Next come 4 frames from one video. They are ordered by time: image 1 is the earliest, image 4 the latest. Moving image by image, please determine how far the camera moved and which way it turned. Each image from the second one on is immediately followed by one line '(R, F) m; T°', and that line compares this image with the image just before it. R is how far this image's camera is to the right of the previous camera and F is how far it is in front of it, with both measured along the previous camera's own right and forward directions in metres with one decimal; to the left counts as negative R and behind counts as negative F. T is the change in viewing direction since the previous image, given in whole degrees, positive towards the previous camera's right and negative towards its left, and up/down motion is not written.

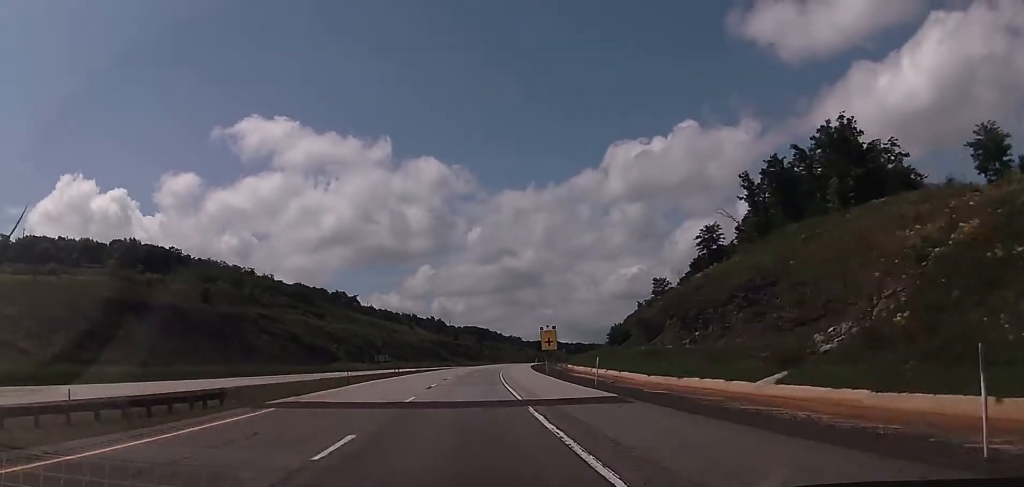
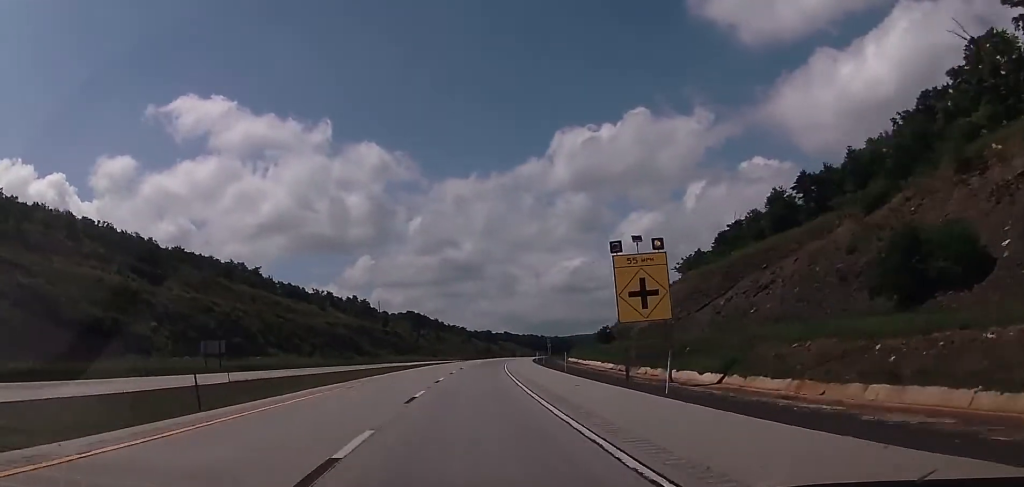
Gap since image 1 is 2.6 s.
(+3.0, +85.4) m; +4°
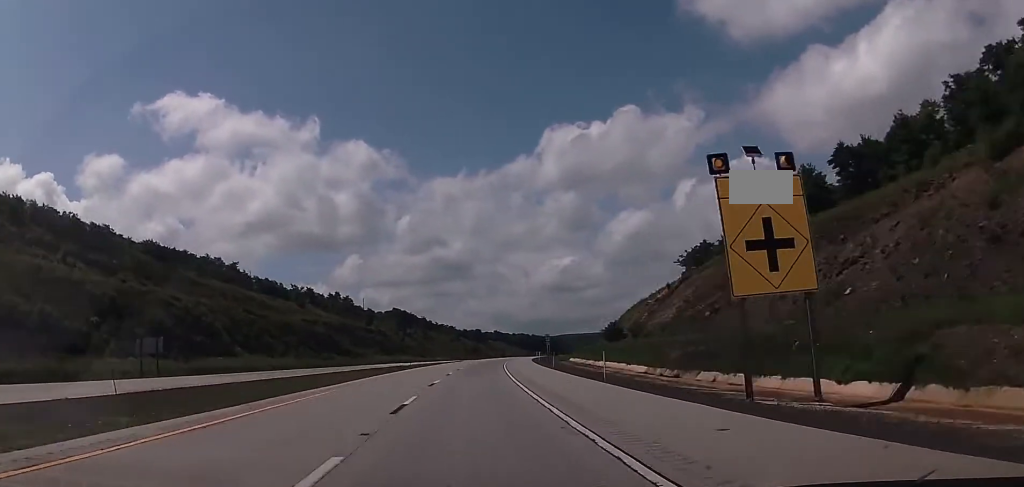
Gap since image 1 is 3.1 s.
(+0.1, +15.2) m; +1°
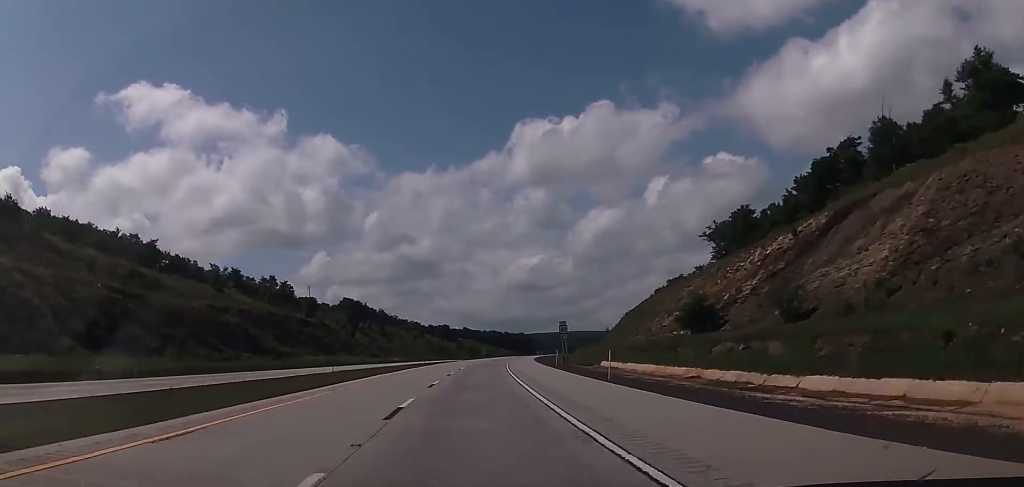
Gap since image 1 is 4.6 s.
(+2.0, +50.4) m; +4°
